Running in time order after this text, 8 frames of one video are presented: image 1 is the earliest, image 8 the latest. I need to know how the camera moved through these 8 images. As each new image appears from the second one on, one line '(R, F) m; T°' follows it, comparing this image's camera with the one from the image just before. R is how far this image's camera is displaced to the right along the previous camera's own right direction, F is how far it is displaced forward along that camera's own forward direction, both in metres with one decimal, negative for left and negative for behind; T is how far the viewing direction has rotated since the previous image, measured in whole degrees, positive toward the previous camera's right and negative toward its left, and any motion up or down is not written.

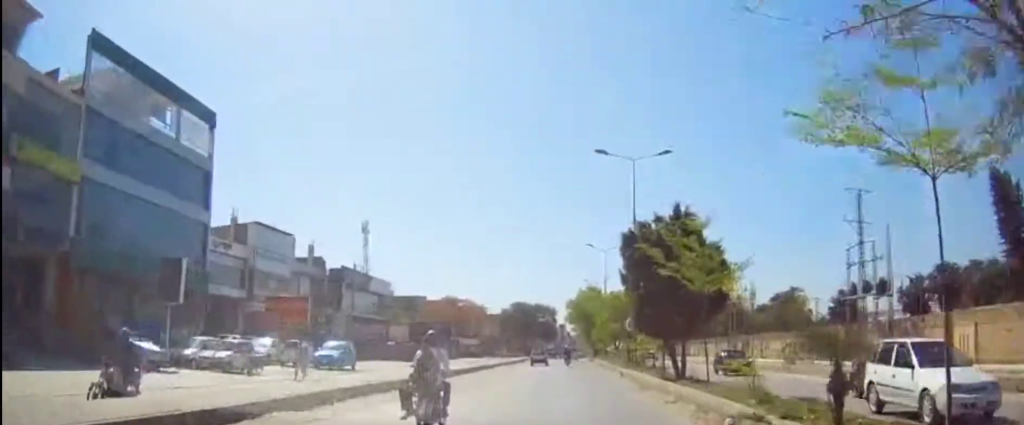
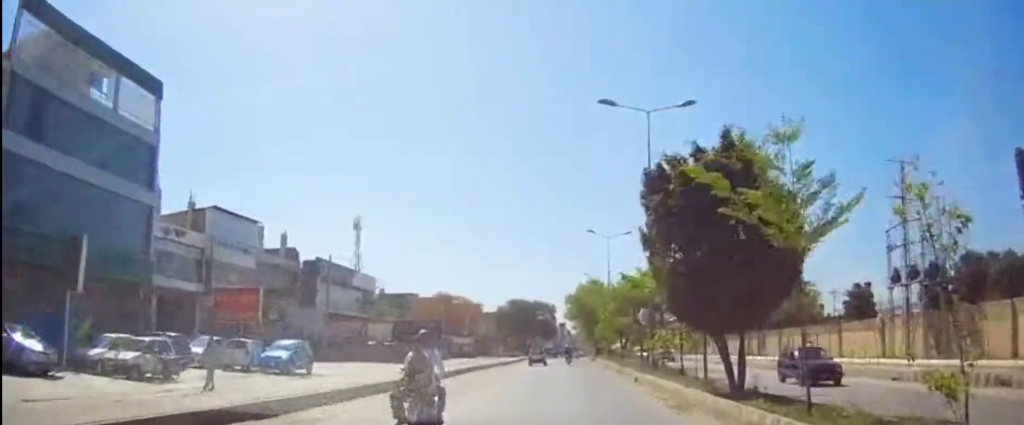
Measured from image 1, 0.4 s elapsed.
(0.0, +6.3) m; +1°
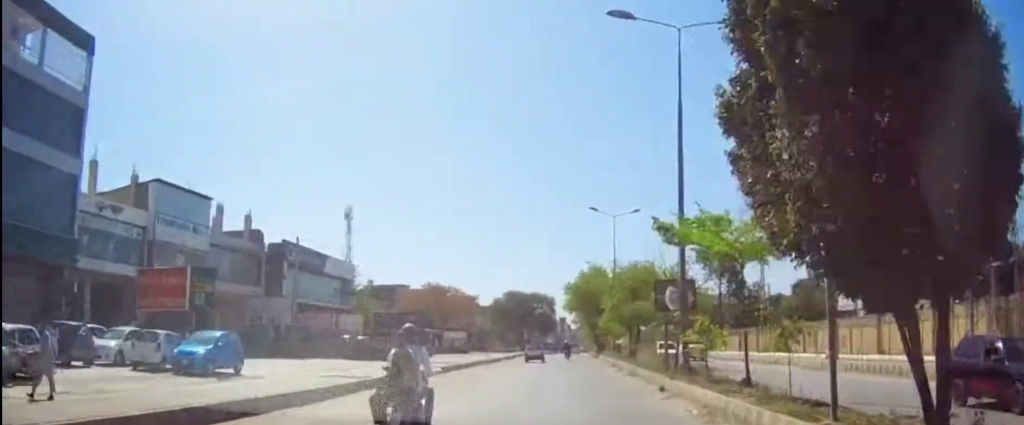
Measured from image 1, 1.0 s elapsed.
(+0.1, +7.7) m; 0°
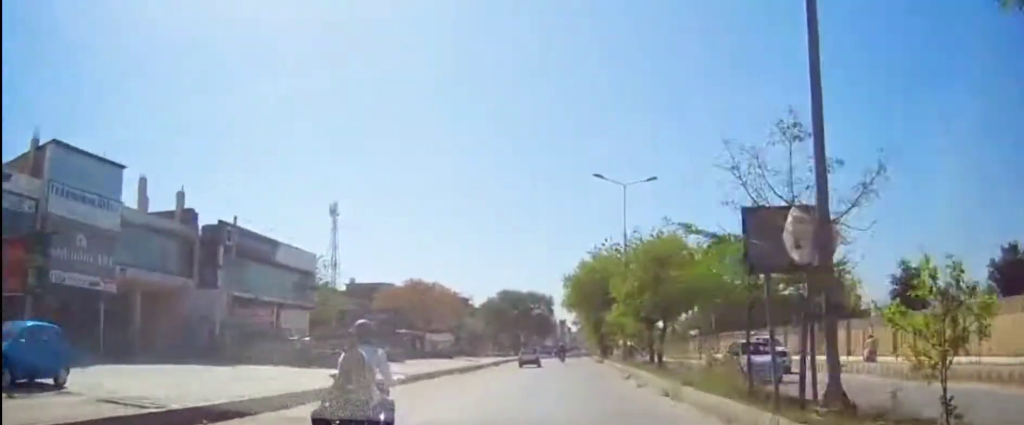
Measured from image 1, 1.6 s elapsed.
(+0.1, +10.2) m; 0°
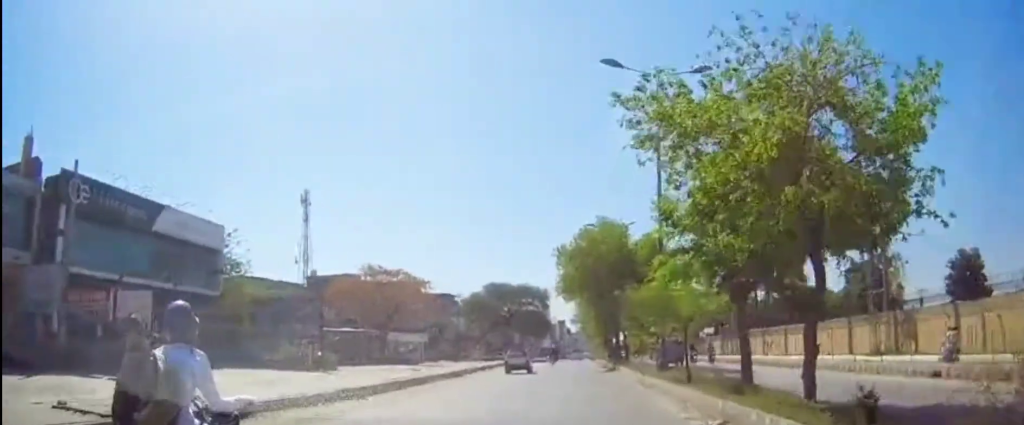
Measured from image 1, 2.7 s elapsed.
(-0.2, +16.4) m; -2°
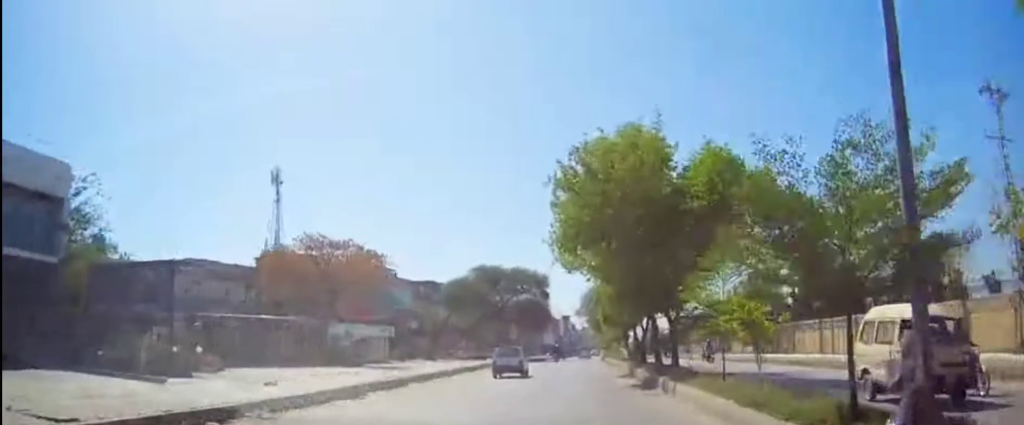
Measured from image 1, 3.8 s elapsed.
(-0.3, +16.6) m; 0°
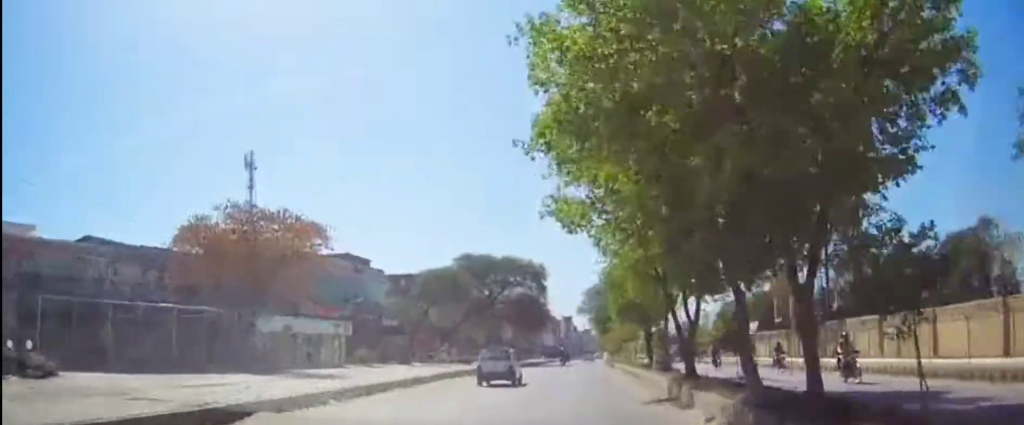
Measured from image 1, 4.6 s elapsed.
(0.0, +11.8) m; +1°
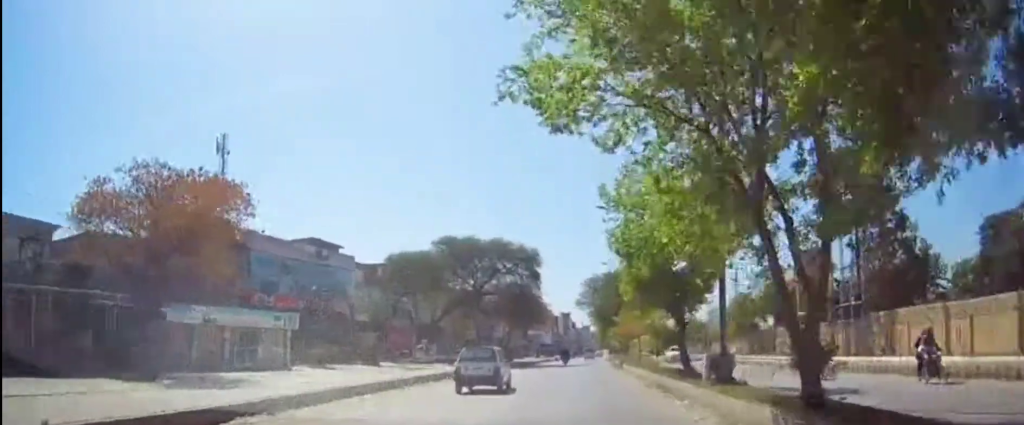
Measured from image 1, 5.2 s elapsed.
(+0.2, +9.5) m; 0°
